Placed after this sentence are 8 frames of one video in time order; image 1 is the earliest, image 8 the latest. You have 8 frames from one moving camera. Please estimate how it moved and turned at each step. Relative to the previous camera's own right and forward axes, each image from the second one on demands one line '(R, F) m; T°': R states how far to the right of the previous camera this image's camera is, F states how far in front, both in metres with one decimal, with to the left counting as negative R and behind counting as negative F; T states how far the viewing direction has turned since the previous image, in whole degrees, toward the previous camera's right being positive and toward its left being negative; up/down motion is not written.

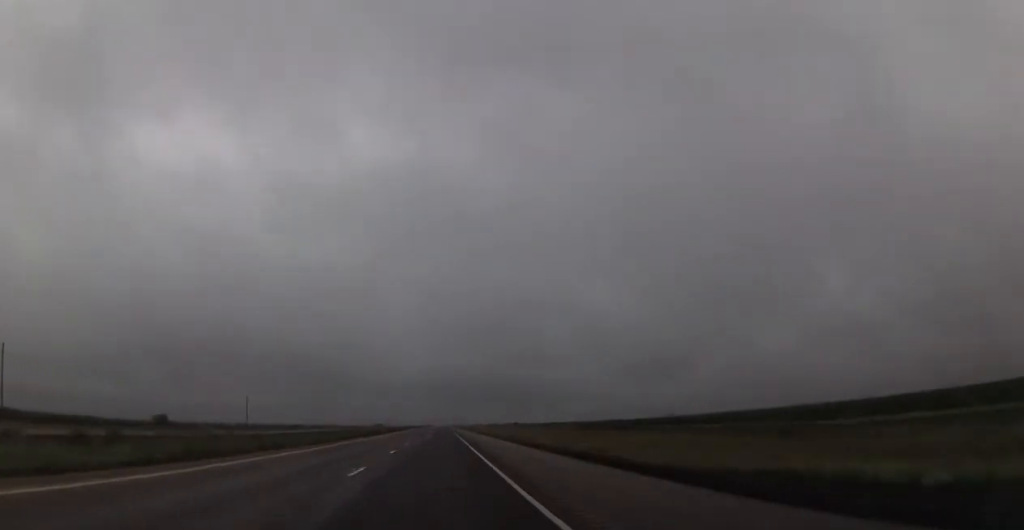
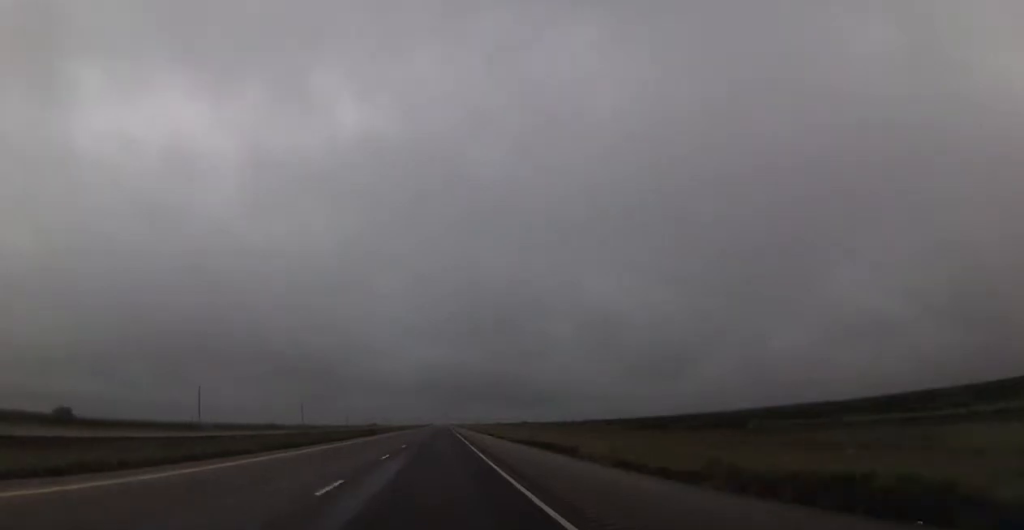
(-0.4, +41.2) m; -1°
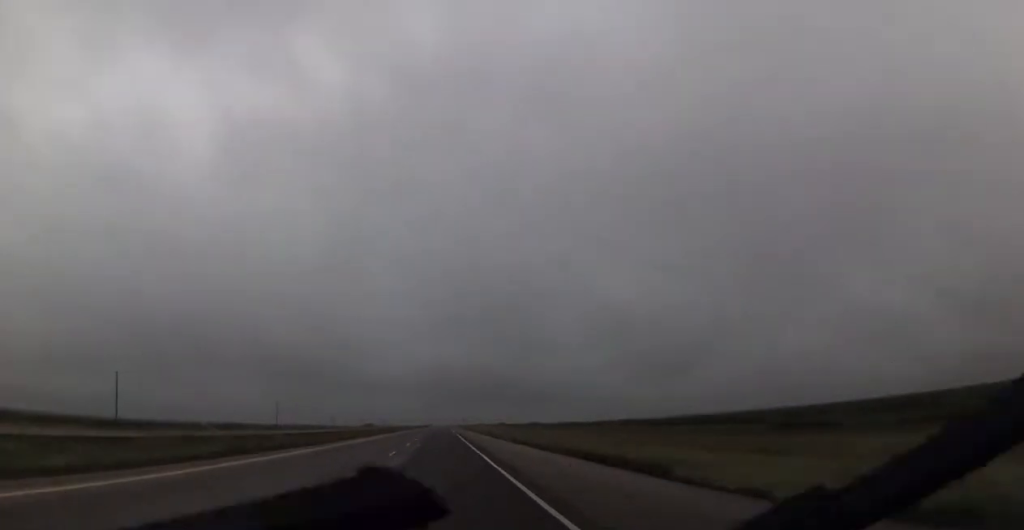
(+0.2, +44.9) m; +1°
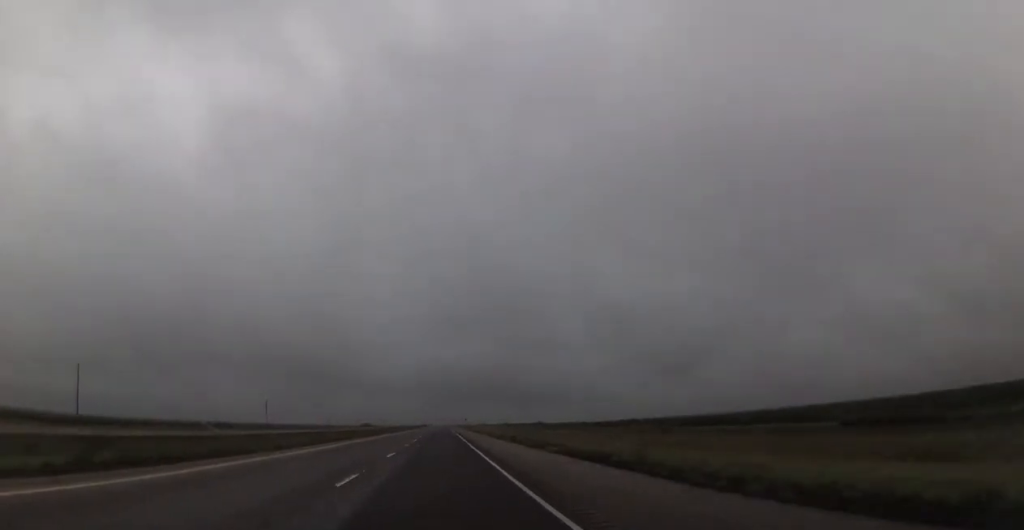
(+0.1, +14.6) m; 0°
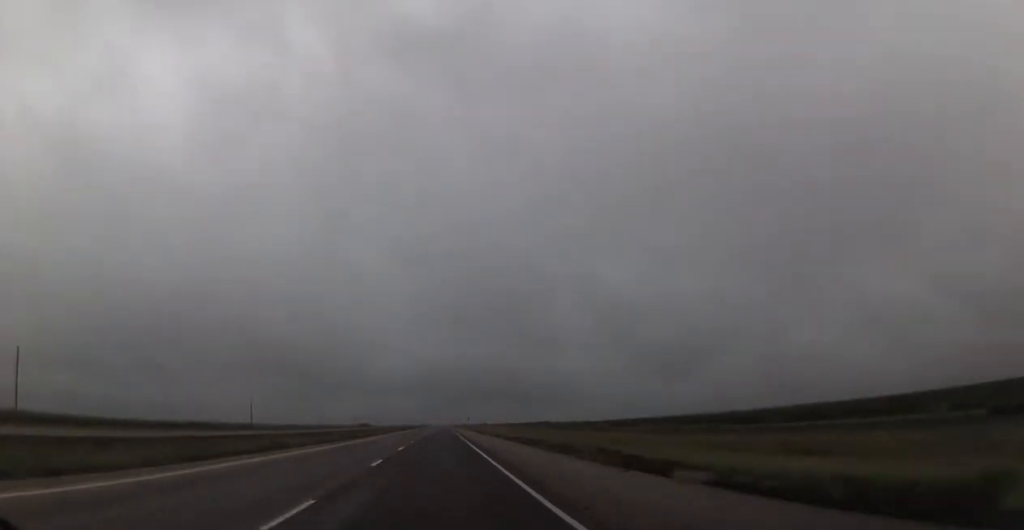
(+0.1, +18.2) m; 0°
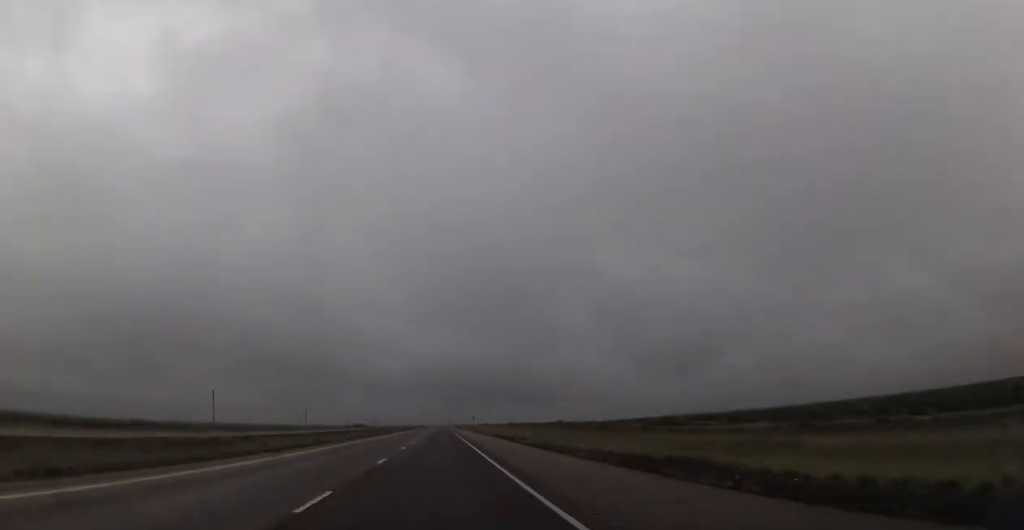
(0.0, +35.1) m; 0°
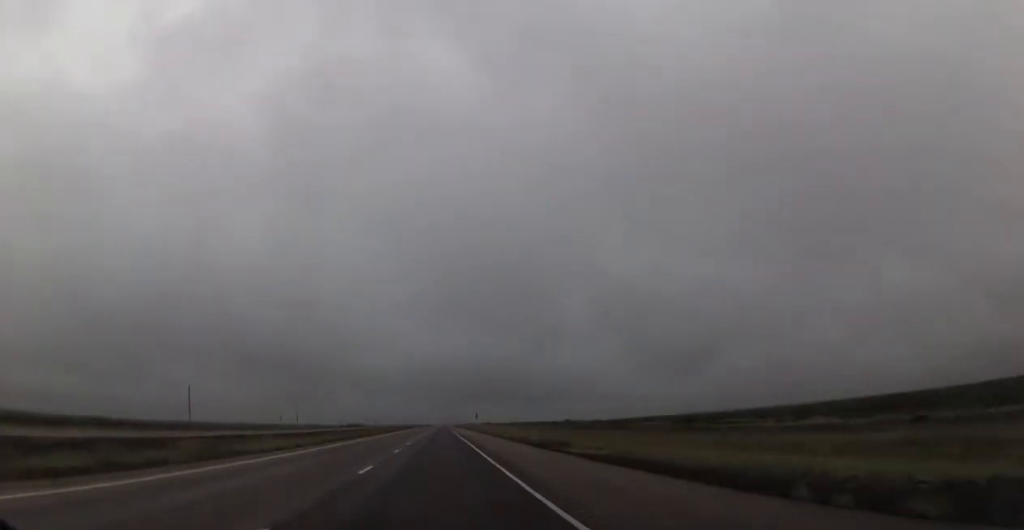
(-0.2, +17.0) m; 0°
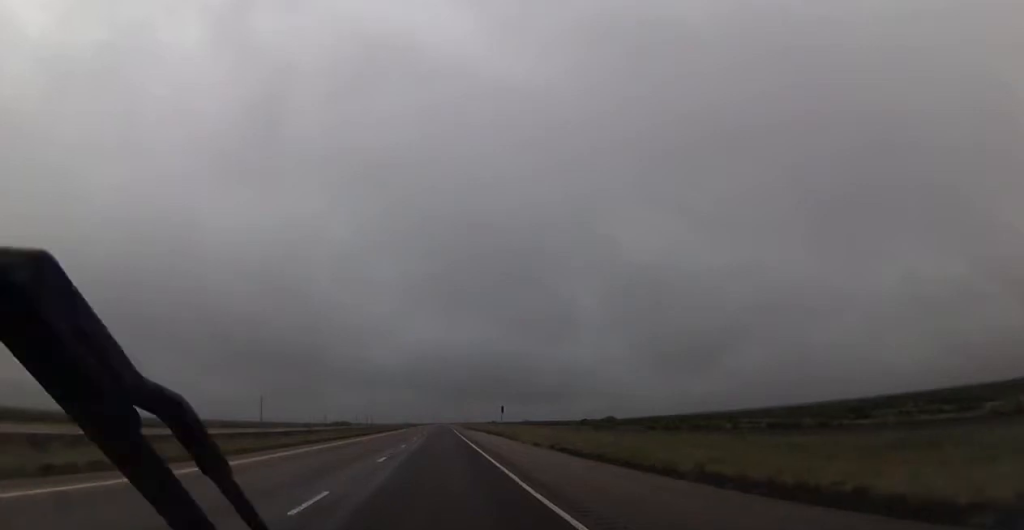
(+0.1, +57.0) m; 0°
